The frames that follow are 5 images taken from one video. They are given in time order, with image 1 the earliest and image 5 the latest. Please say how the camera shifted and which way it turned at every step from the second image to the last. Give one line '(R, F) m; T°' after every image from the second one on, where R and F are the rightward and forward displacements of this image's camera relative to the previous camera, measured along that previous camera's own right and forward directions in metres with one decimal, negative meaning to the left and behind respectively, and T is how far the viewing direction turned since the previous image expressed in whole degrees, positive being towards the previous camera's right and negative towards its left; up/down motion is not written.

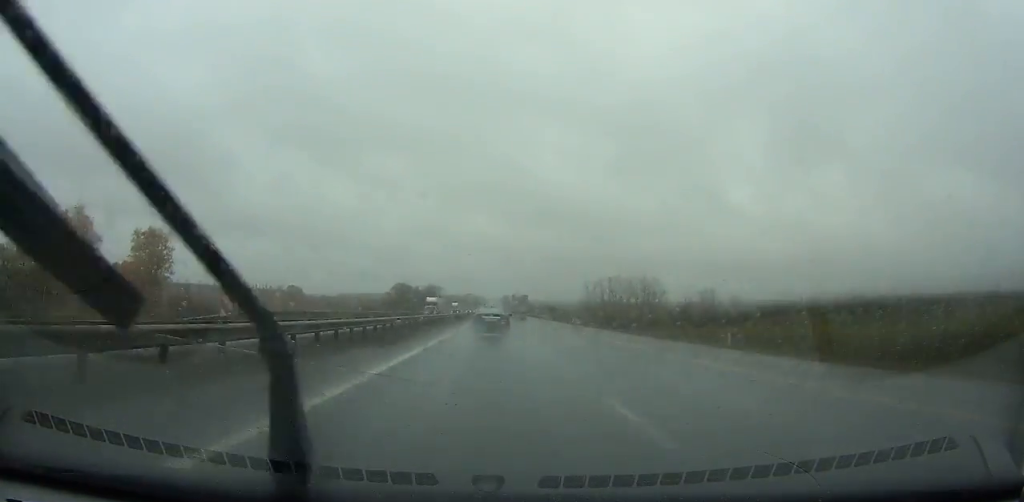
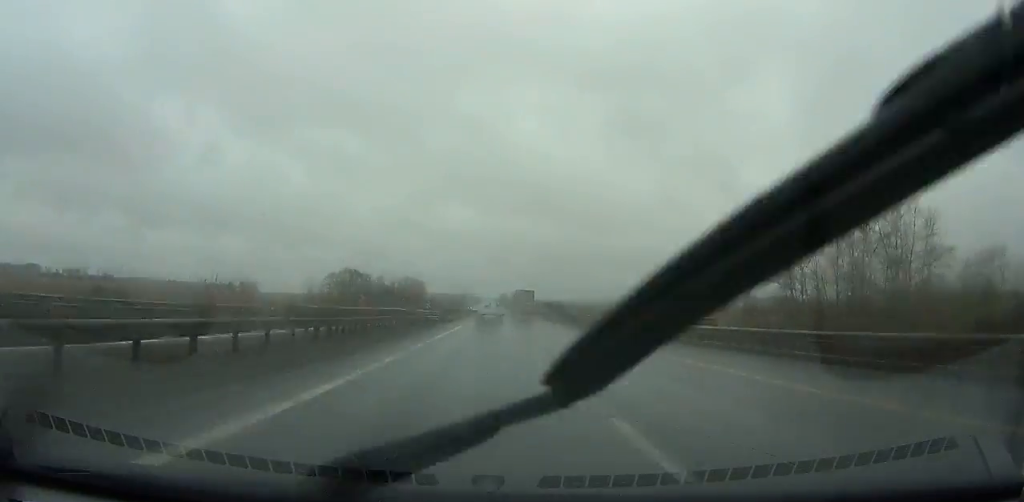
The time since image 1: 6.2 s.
(-0.3, +168.0) m; 0°
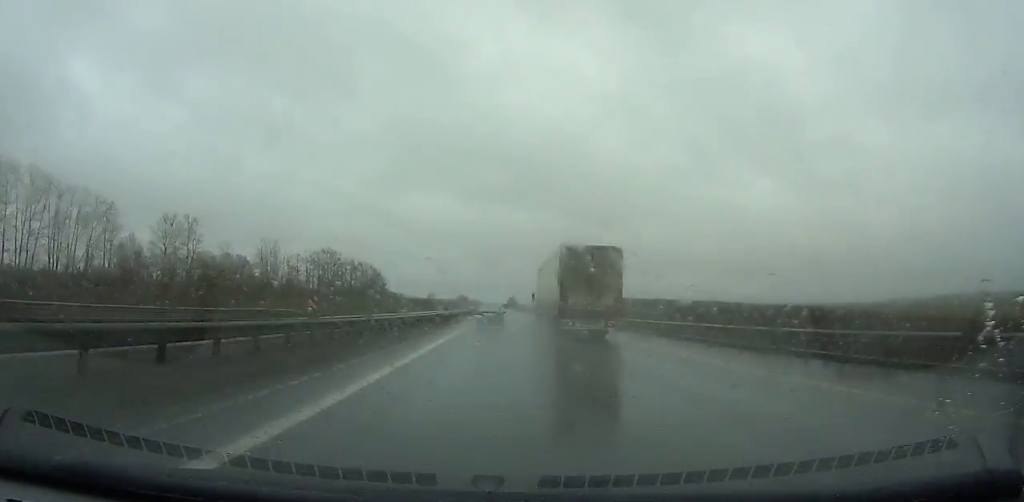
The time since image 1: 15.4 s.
(-0.6, +265.6) m; 0°
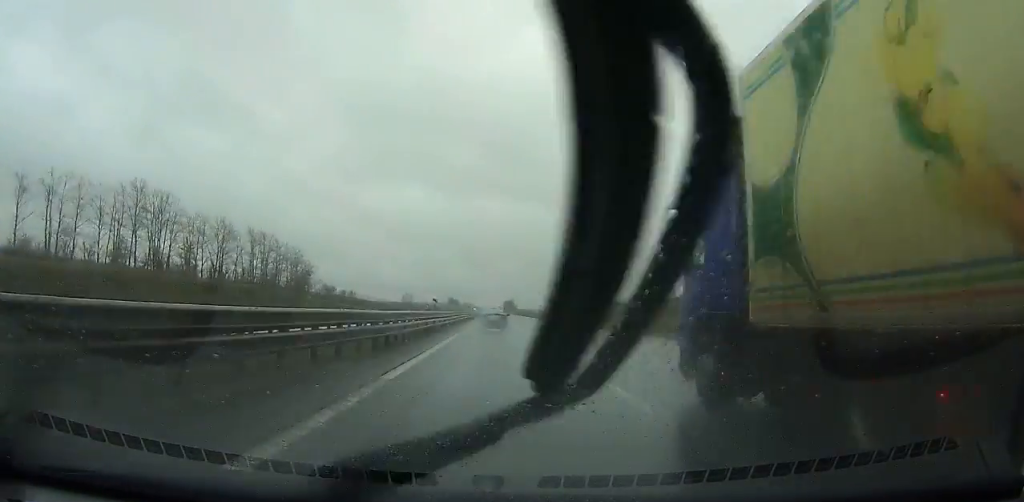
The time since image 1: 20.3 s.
(+0.3, +146.6) m; +1°
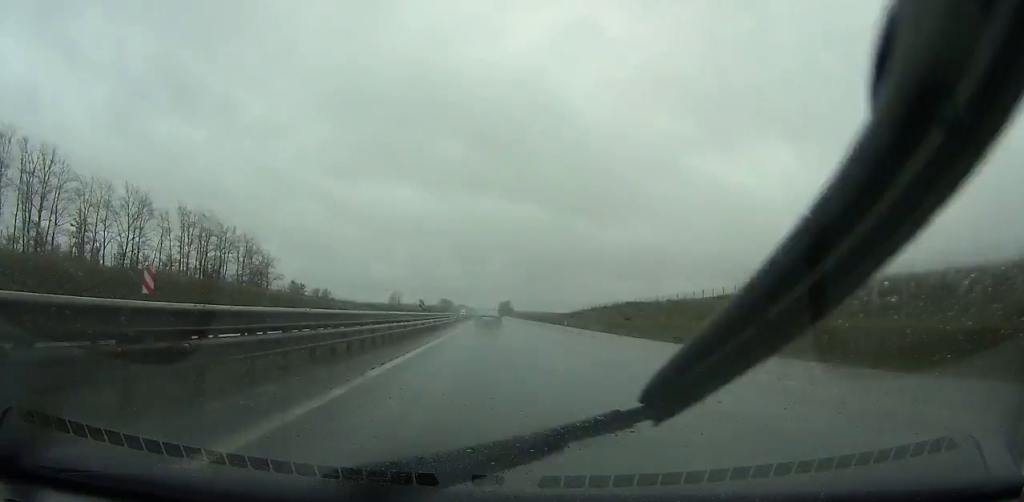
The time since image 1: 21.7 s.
(0.0, +41.9) m; 0°
